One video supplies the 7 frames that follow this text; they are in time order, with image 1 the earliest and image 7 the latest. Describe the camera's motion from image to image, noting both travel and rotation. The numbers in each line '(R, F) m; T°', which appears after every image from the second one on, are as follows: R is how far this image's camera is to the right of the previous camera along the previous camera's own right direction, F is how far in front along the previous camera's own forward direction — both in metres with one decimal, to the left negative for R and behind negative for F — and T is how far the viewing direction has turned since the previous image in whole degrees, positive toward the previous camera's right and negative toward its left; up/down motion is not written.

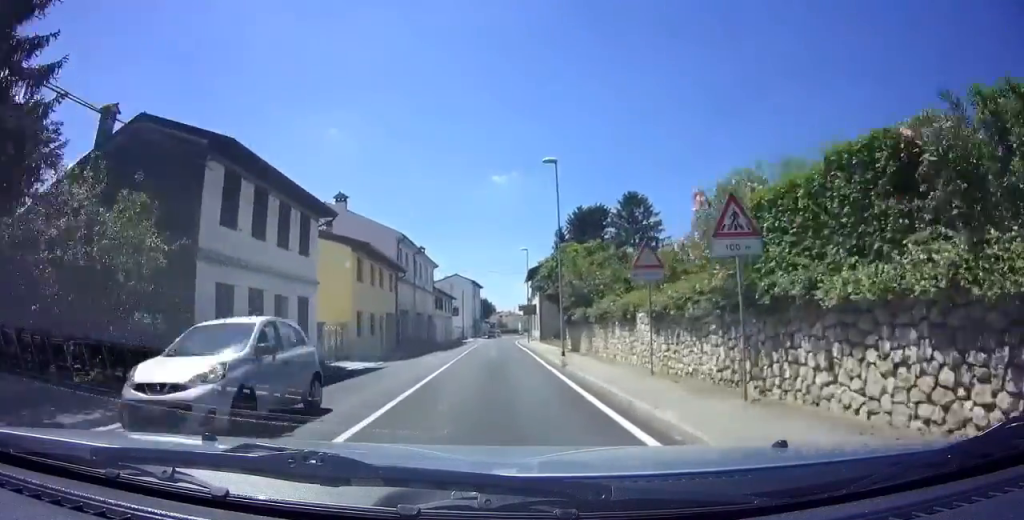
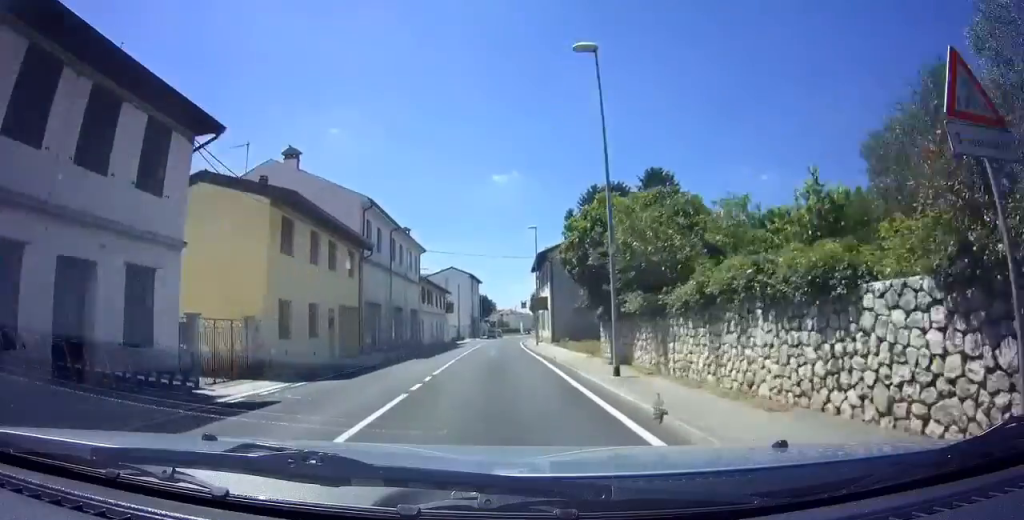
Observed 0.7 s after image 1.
(-0.2, +10.4) m; 0°
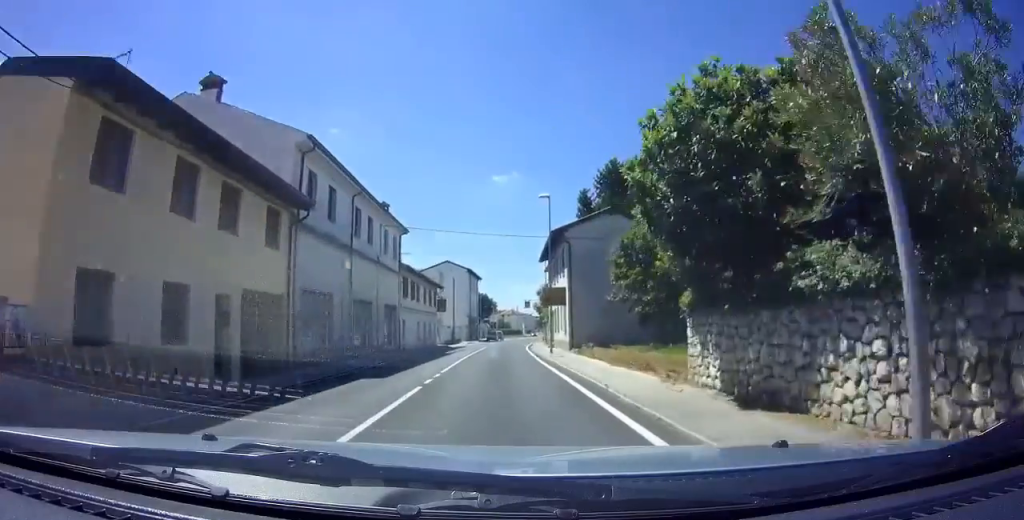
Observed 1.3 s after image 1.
(+0.2, +9.9) m; +2°
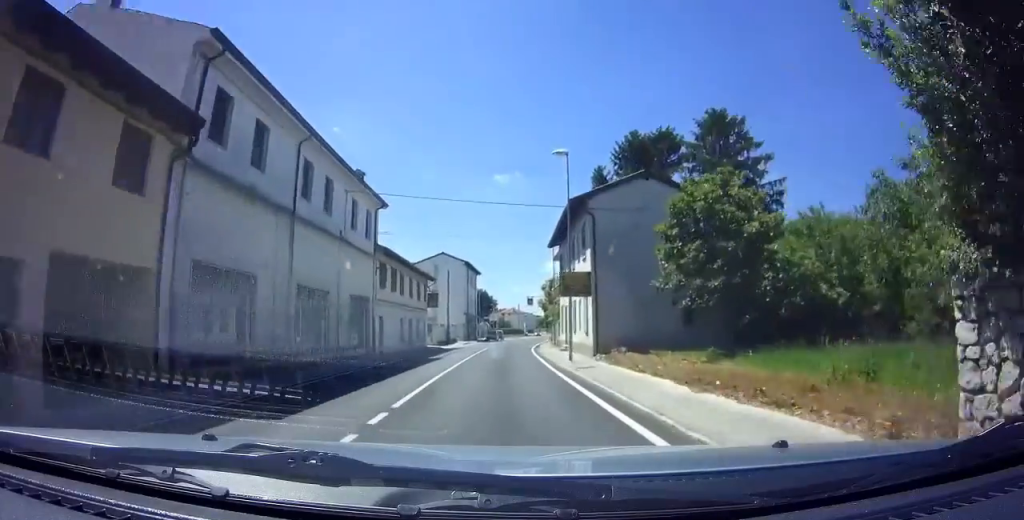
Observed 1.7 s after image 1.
(+0.1, +6.7) m; +1°
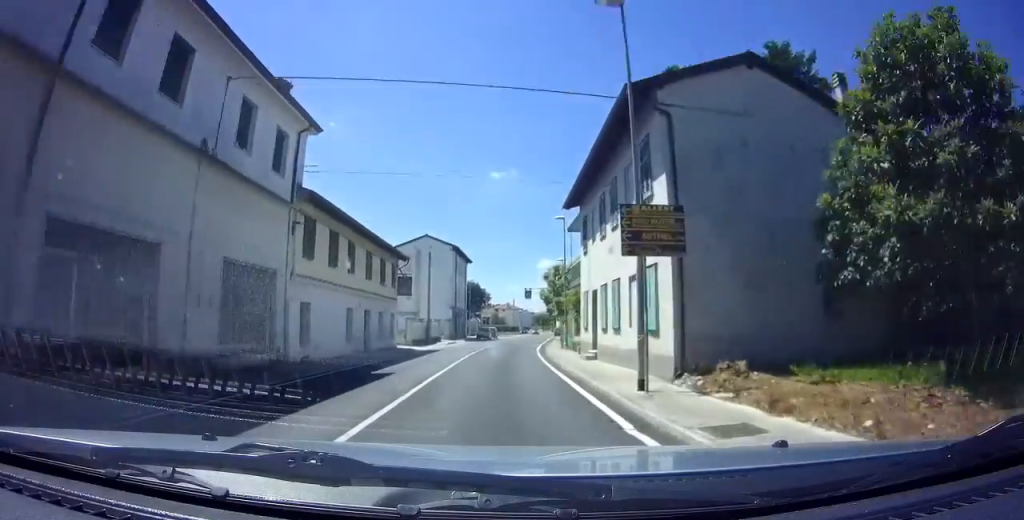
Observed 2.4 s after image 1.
(+0.2, +10.9) m; +1°
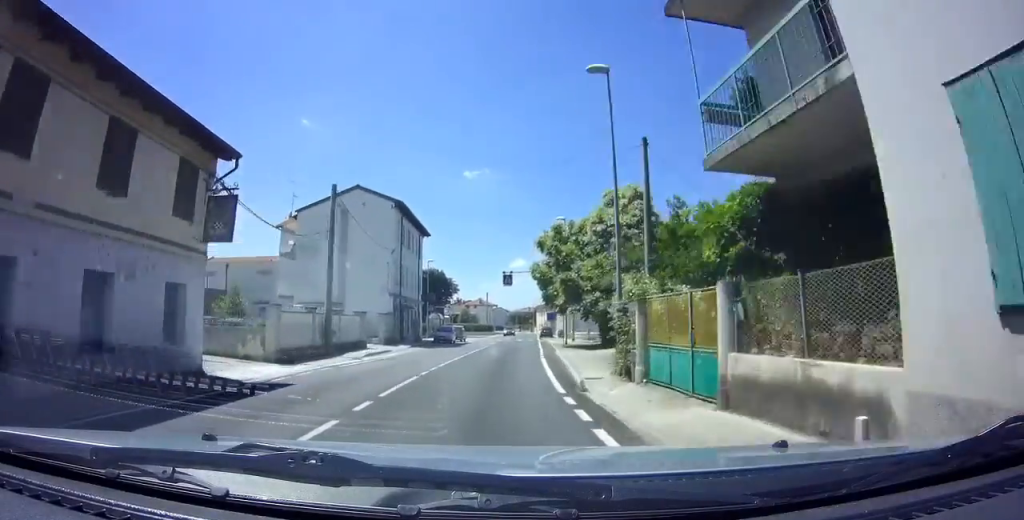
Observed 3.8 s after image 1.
(+0.3, +20.6) m; +2°
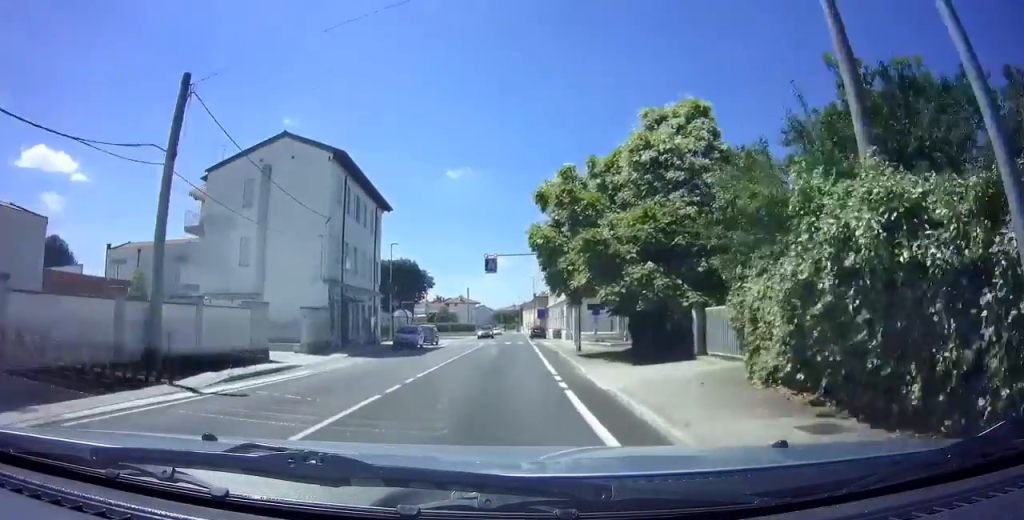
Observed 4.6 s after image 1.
(+0.3, +12.3) m; +1°
